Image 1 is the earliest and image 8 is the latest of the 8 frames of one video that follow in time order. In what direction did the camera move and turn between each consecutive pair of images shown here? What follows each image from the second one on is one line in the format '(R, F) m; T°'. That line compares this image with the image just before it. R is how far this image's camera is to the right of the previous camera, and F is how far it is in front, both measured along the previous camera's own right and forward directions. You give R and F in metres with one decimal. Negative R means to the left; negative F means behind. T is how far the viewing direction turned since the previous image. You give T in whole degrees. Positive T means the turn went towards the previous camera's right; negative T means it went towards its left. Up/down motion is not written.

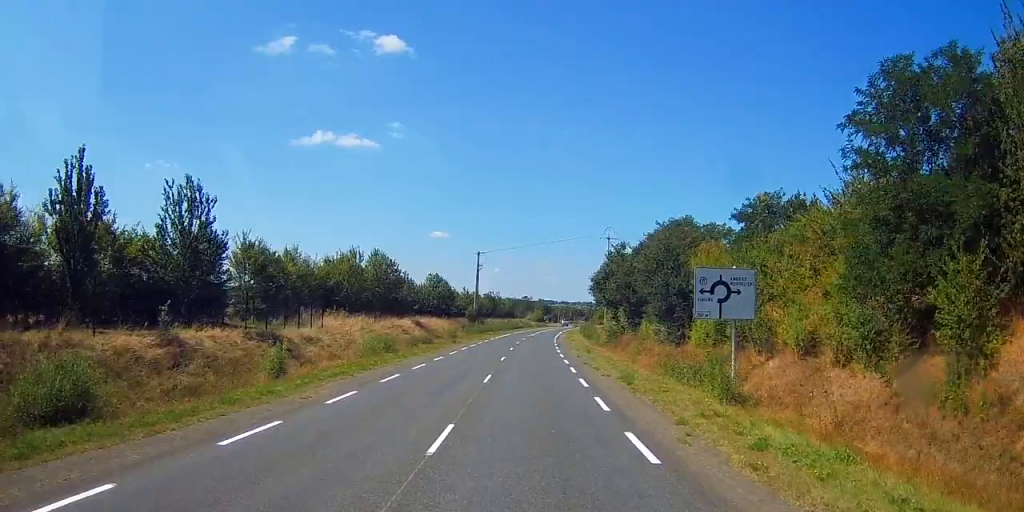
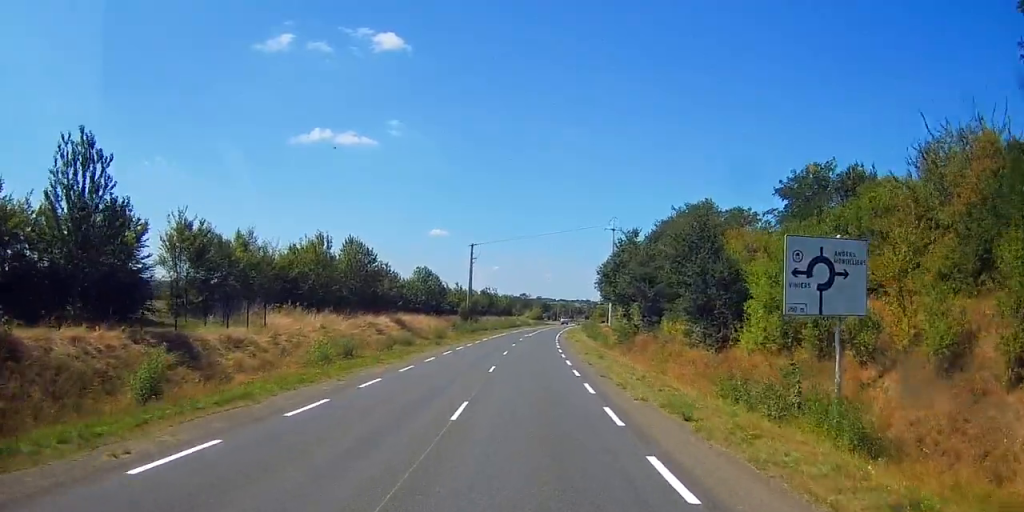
(0.0, +9.3) m; 0°
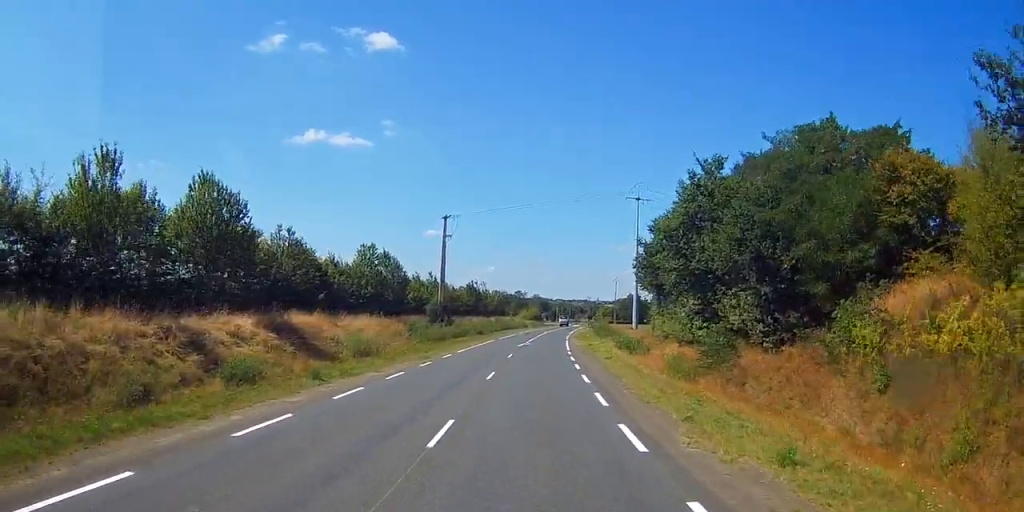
(+0.2, +28.7) m; +1°
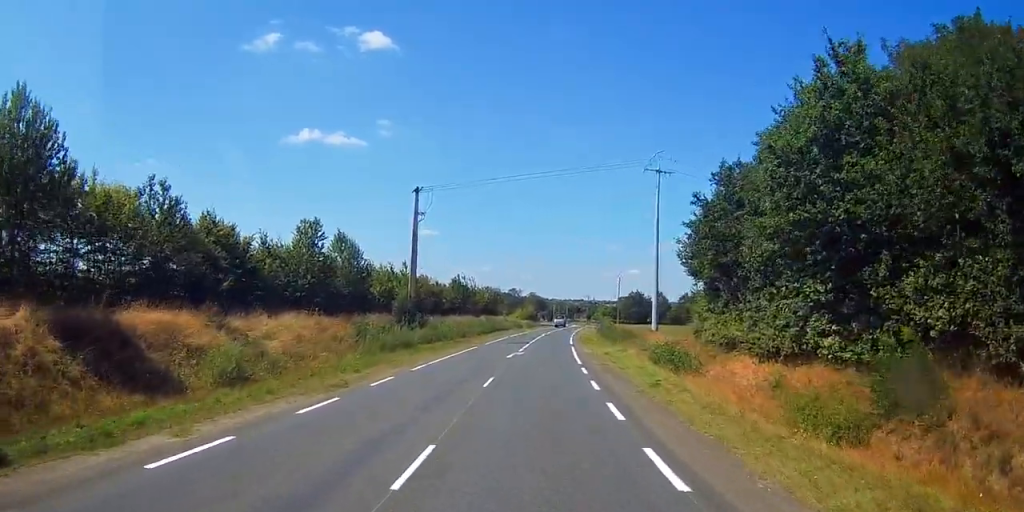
(0.0, +15.8) m; -1°
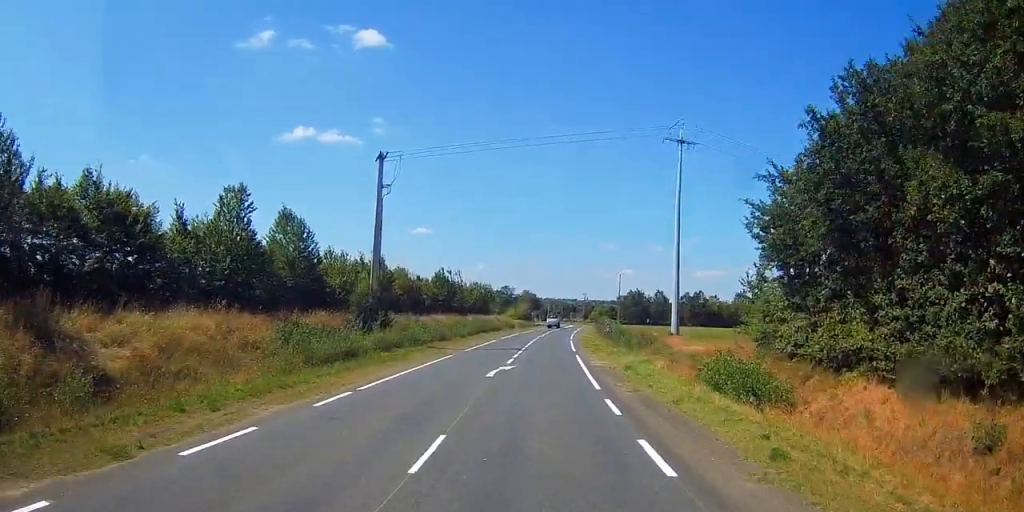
(-0.1, +11.9) m; +1°
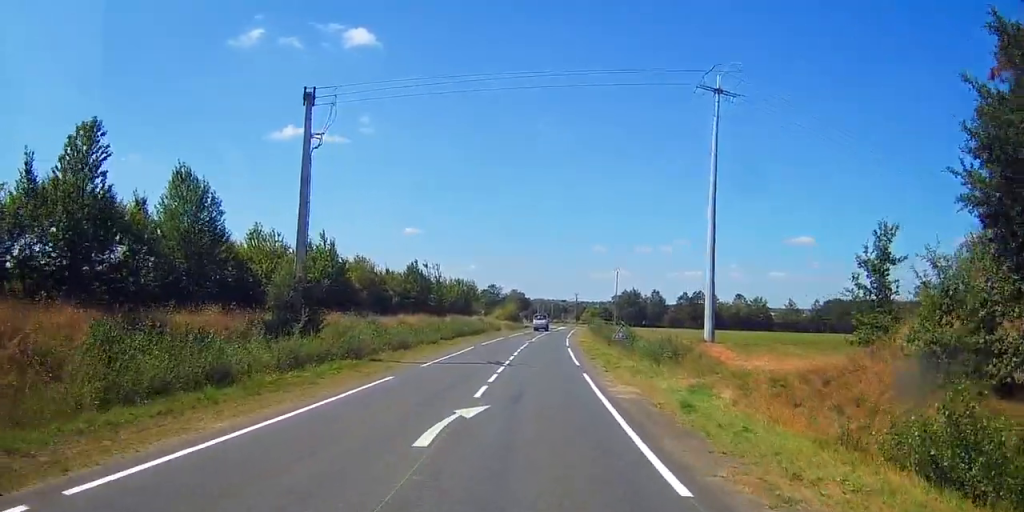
(+0.1, +13.4) m; +2°
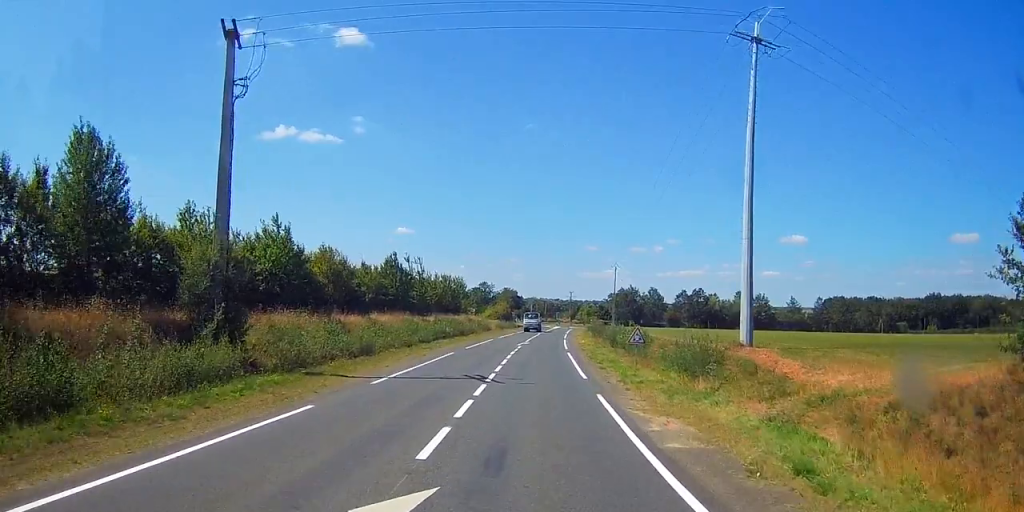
(+0.4, +8.5) m; +1°
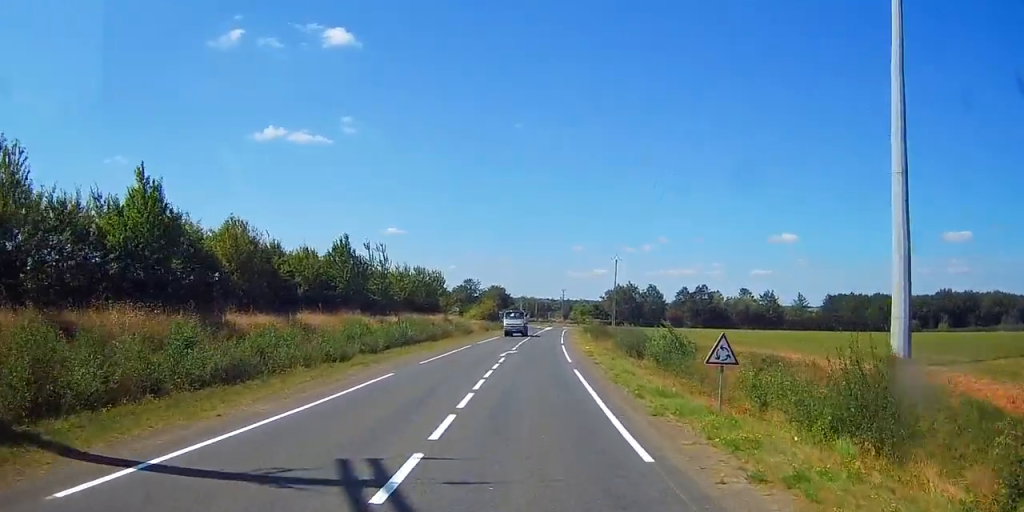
(-0.2, +15.7) m; -1°
